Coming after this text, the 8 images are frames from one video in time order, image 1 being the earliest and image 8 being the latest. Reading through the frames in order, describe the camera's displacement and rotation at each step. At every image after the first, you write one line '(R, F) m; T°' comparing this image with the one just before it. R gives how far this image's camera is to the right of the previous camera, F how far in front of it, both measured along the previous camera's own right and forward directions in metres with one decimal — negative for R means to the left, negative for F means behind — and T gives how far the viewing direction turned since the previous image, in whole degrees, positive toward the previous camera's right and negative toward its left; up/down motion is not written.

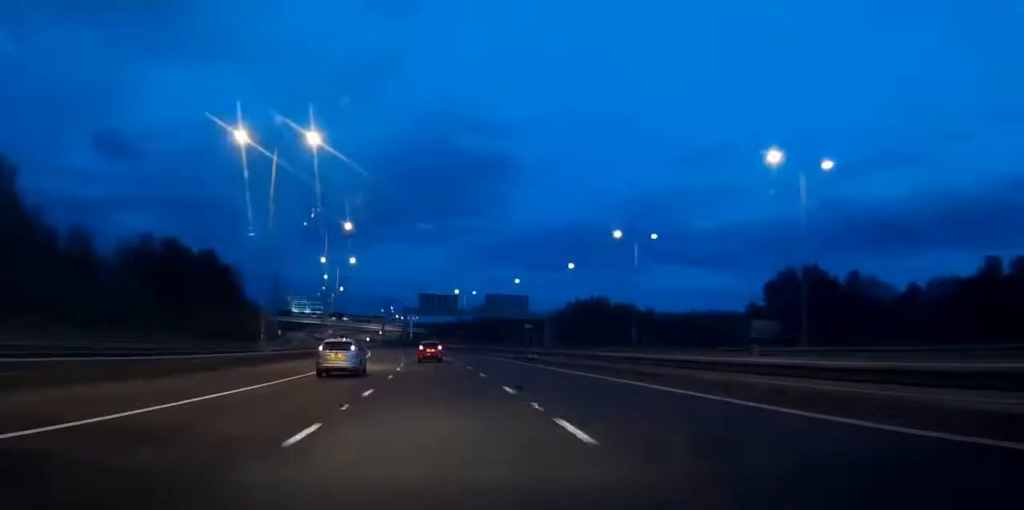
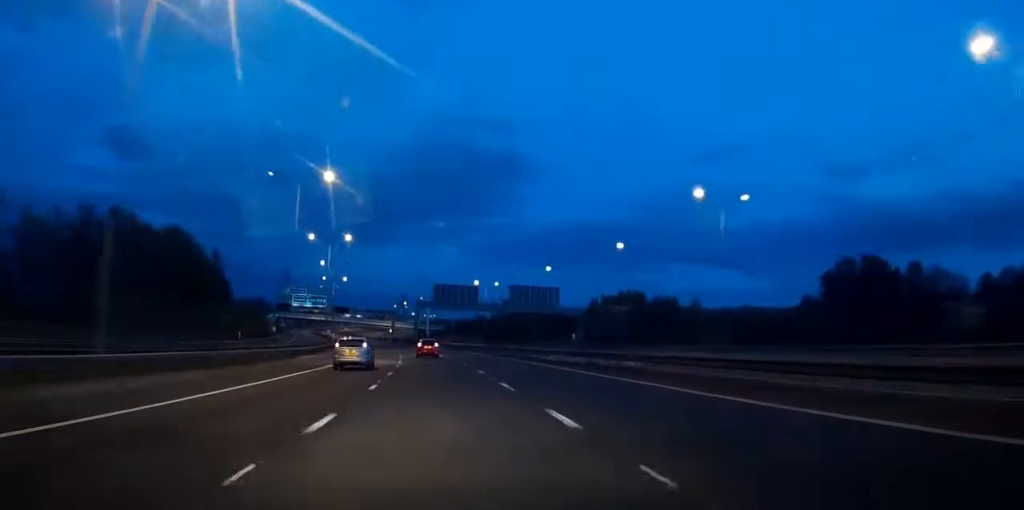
(-0.4, +26.0) m; -2°
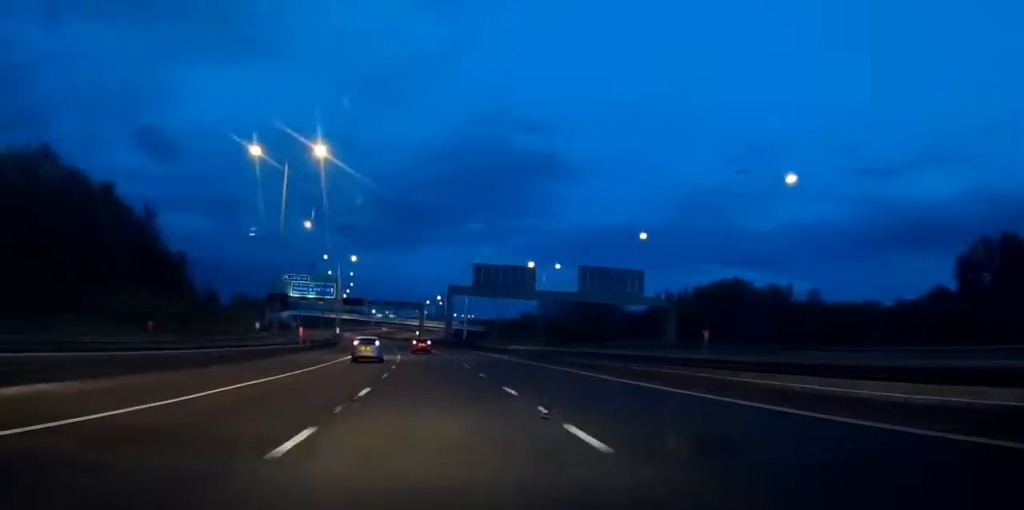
(-1.5, +48.1) m; -3°
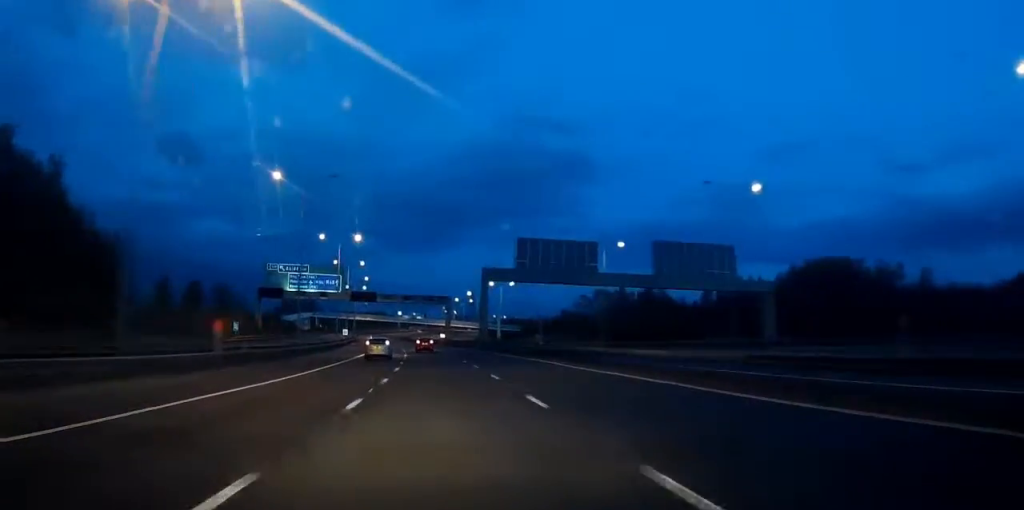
(-0.4, +30.3) m; -1°
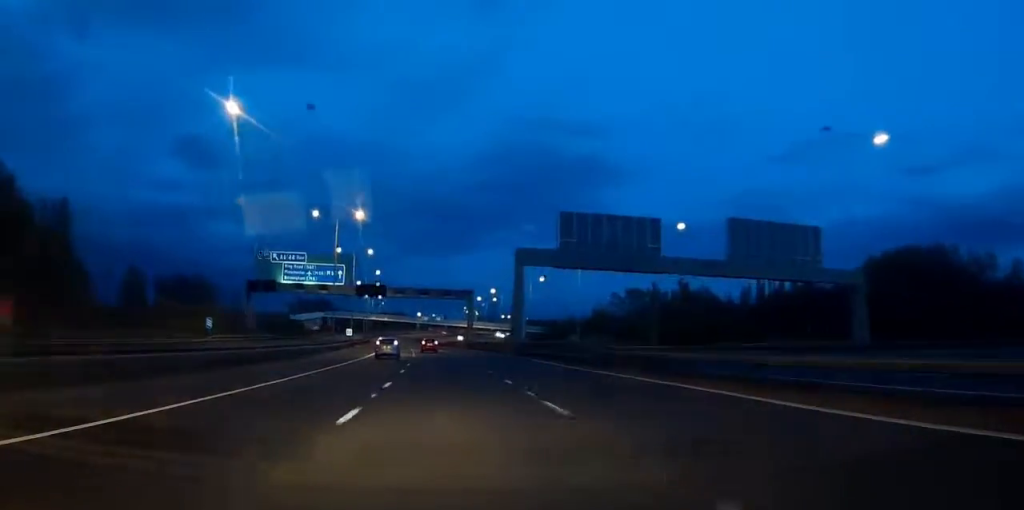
(0.0, +20.8) m; -1°
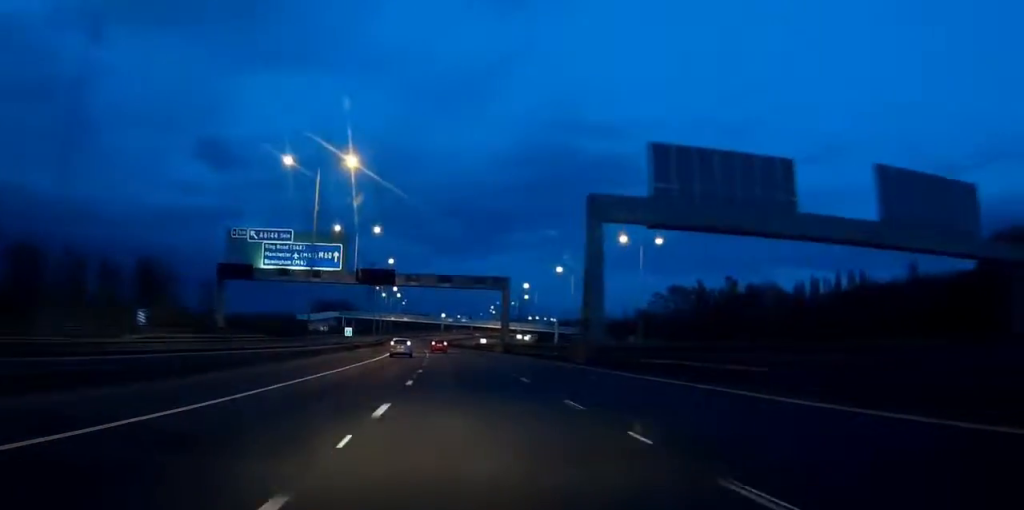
(-0.5, +26.1) m; -1°
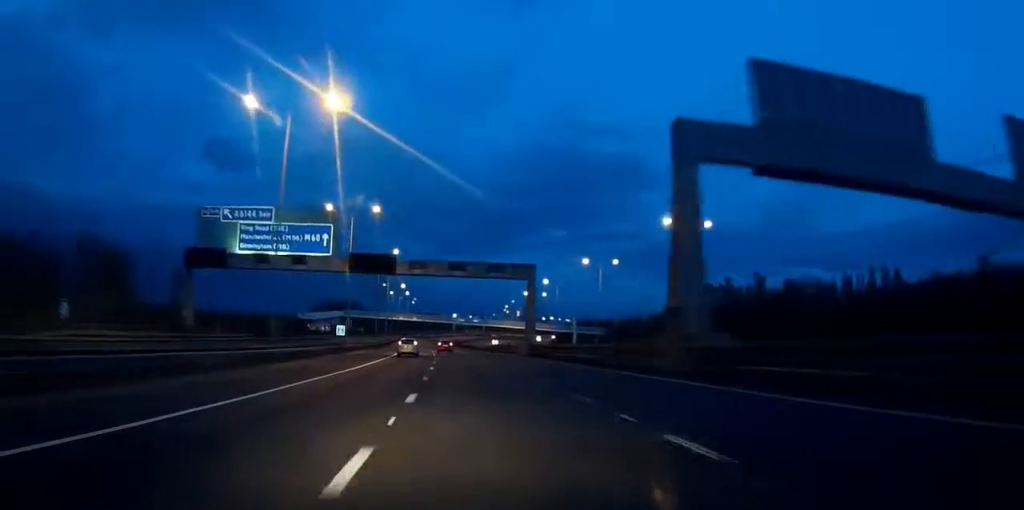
(-0.1, +15.4) m; 0°
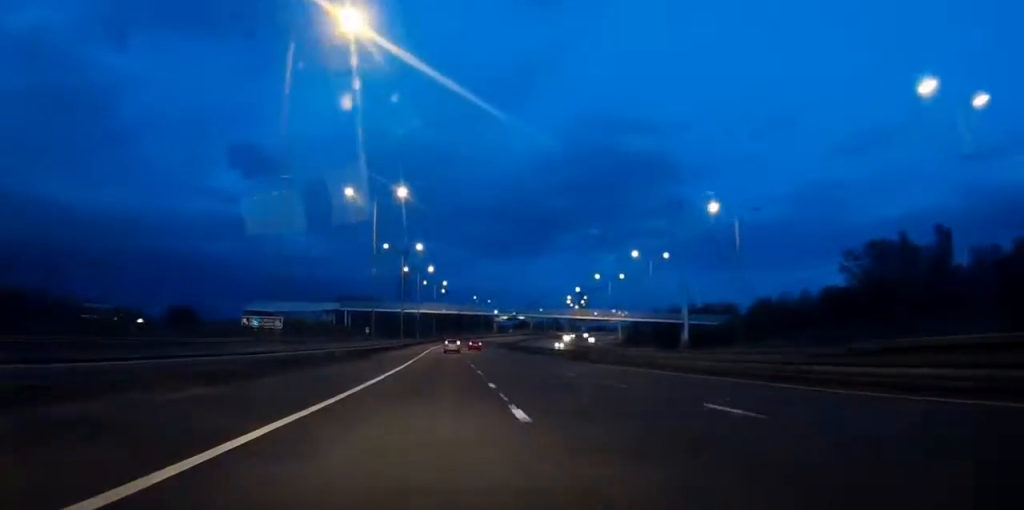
(-1.2, +87.1) m; -1°
